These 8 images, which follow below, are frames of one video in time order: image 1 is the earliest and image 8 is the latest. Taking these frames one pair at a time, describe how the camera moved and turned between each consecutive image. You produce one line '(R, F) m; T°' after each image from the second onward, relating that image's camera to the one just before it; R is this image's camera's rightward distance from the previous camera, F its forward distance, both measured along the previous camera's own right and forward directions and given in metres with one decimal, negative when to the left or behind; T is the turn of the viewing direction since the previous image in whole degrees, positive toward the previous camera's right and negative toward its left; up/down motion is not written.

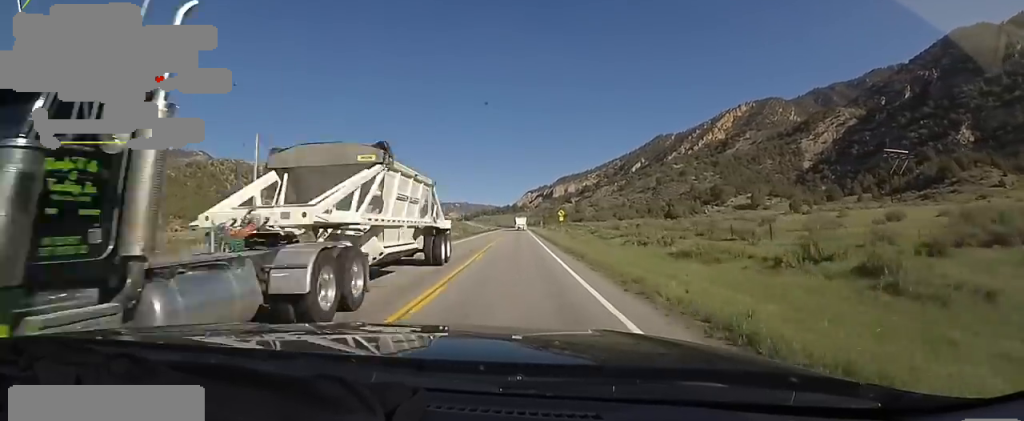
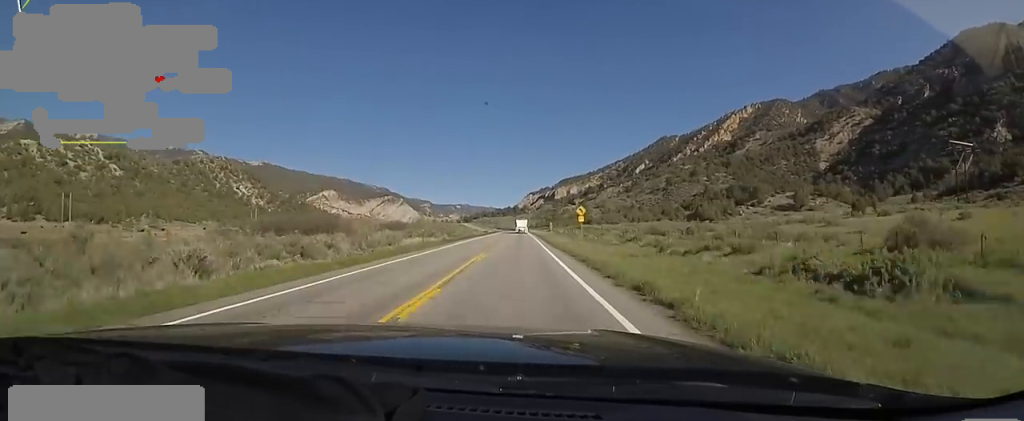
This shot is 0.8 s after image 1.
(0.0, +24.2) m; 0°
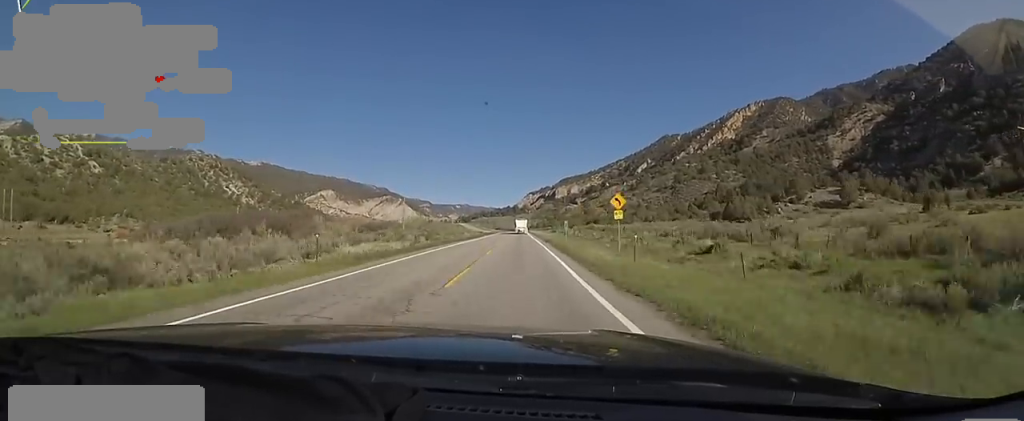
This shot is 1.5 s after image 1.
(0.0, +20.4) m; -1°
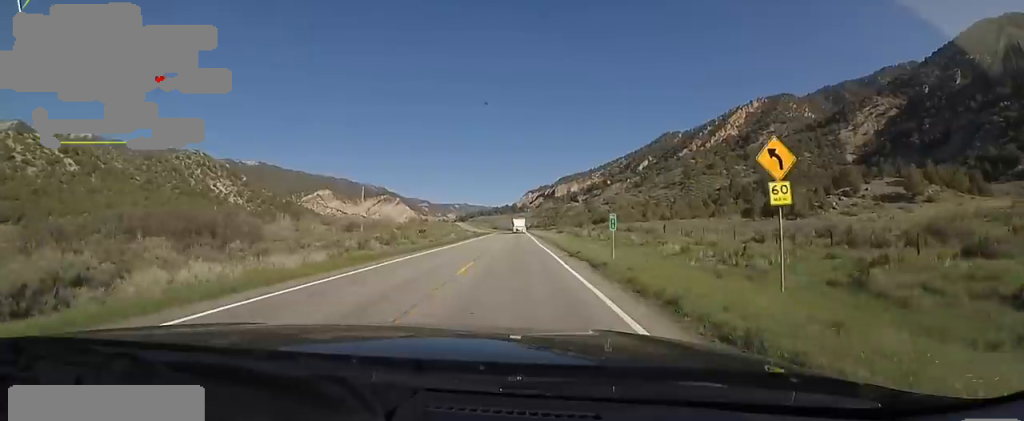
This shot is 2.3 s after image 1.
(-0.4, +21.4) m; 0°
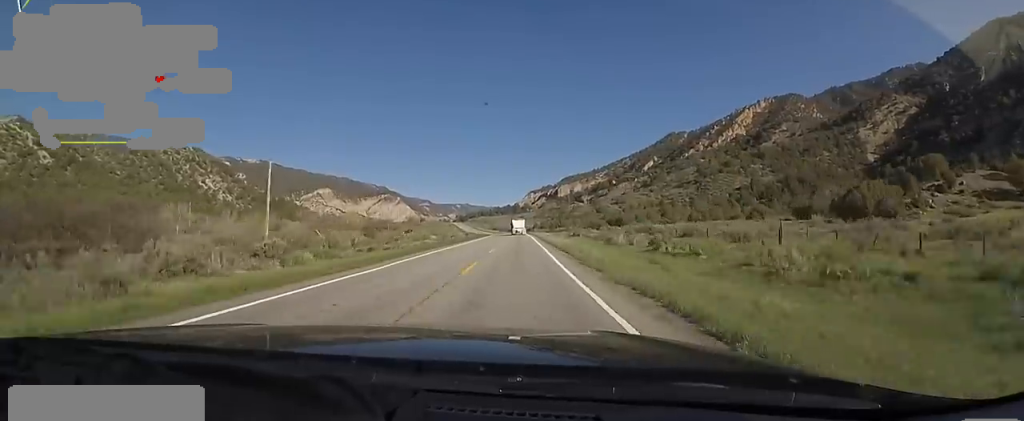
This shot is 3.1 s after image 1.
(0.0, +24.2) m; +1°
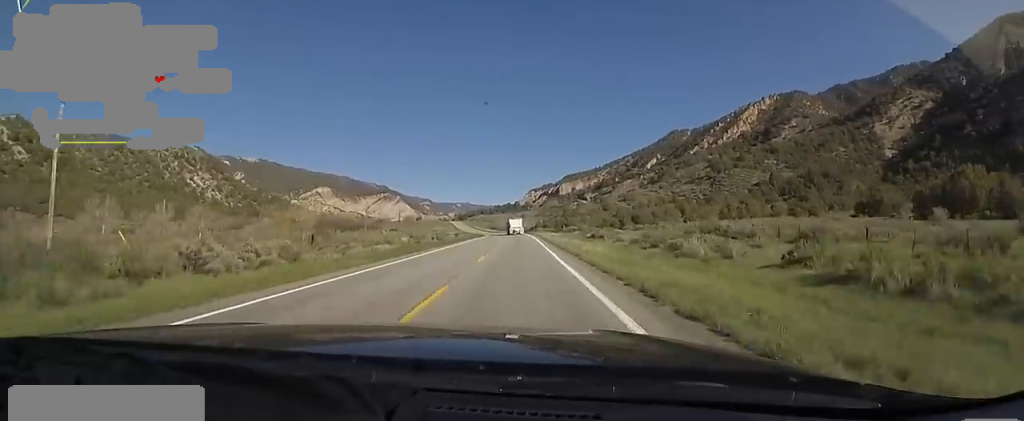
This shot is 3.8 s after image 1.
(+0.4, +20.1) m; +1°
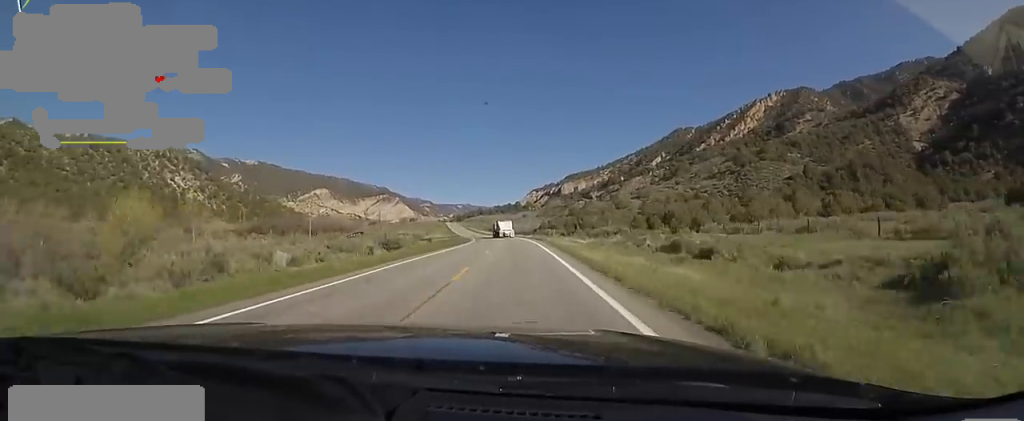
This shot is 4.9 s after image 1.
(0.0, +29.9) m; 0°
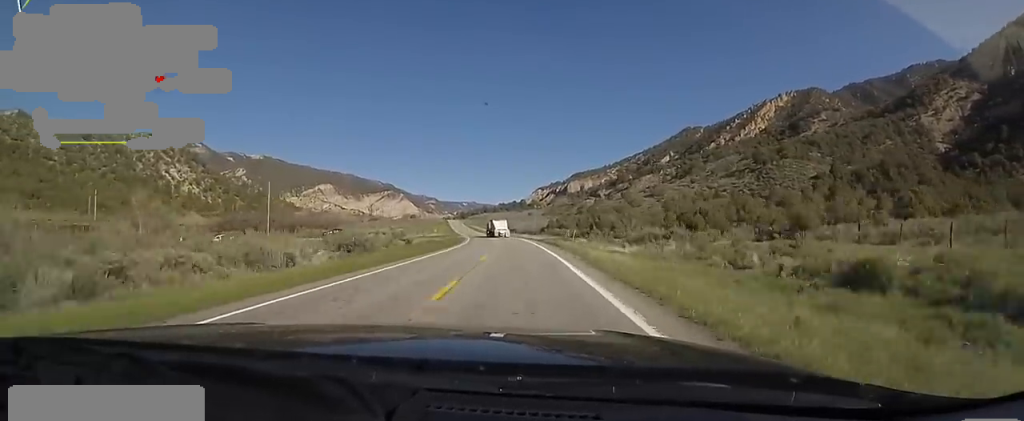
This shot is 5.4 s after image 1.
(-0.1, +15.6) m; 0°
